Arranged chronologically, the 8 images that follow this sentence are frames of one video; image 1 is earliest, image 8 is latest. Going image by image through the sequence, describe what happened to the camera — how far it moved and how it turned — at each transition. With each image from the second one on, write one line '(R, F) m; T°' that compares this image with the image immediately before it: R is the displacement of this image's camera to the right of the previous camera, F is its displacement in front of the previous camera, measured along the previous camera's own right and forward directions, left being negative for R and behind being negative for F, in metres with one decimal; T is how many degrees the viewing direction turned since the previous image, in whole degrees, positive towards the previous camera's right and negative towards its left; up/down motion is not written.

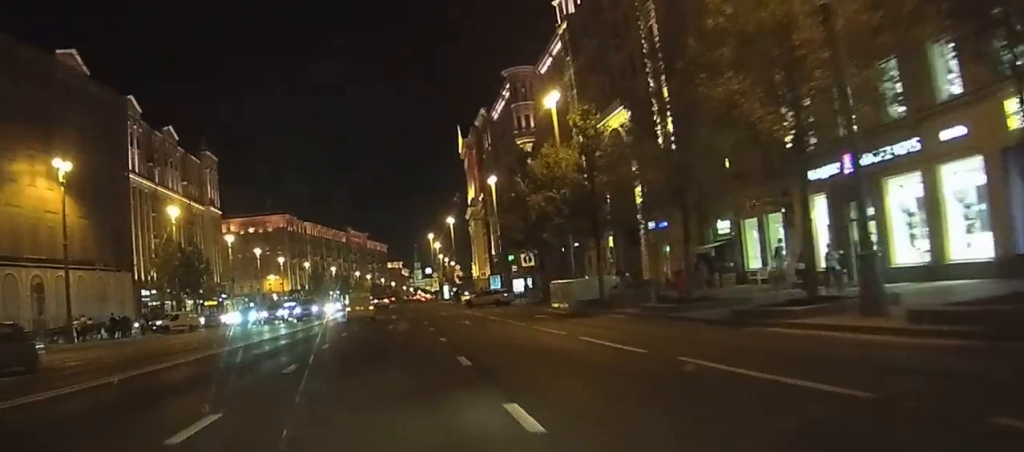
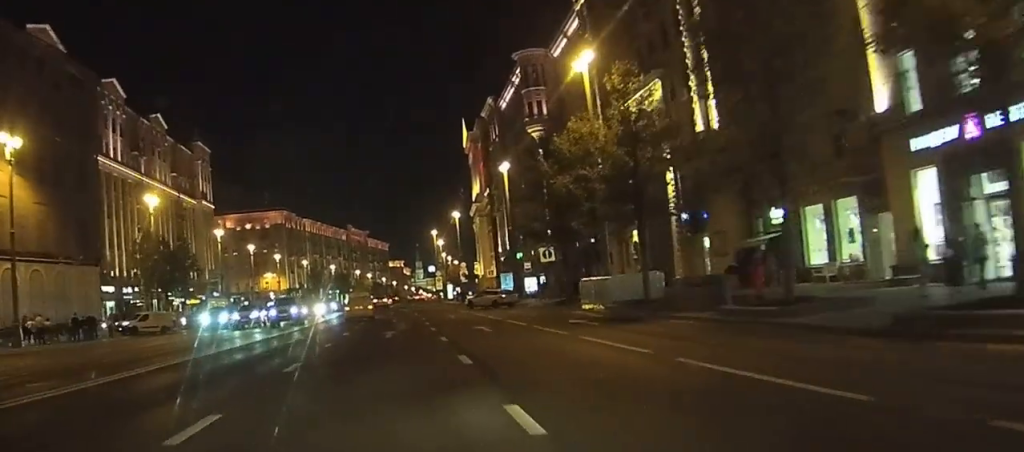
(+0.1, +8.0) m; 0°
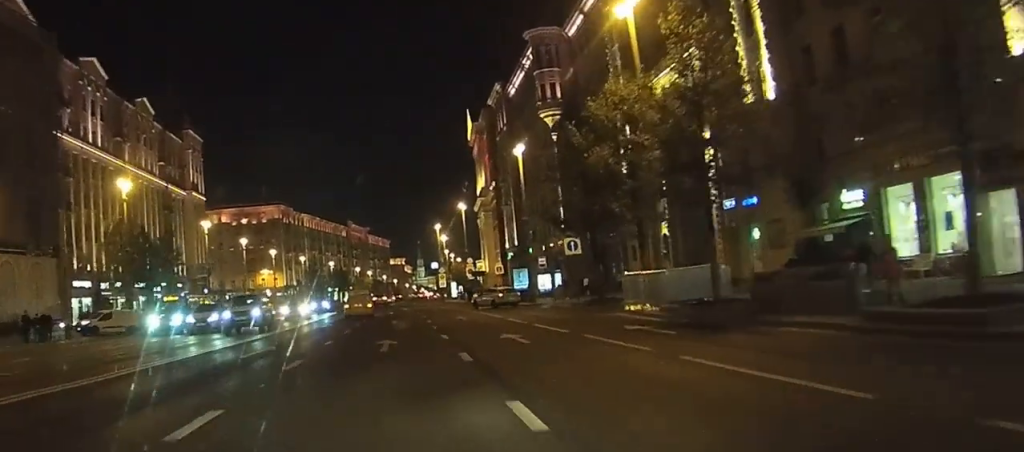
(0.0, +8.0) m; 0°
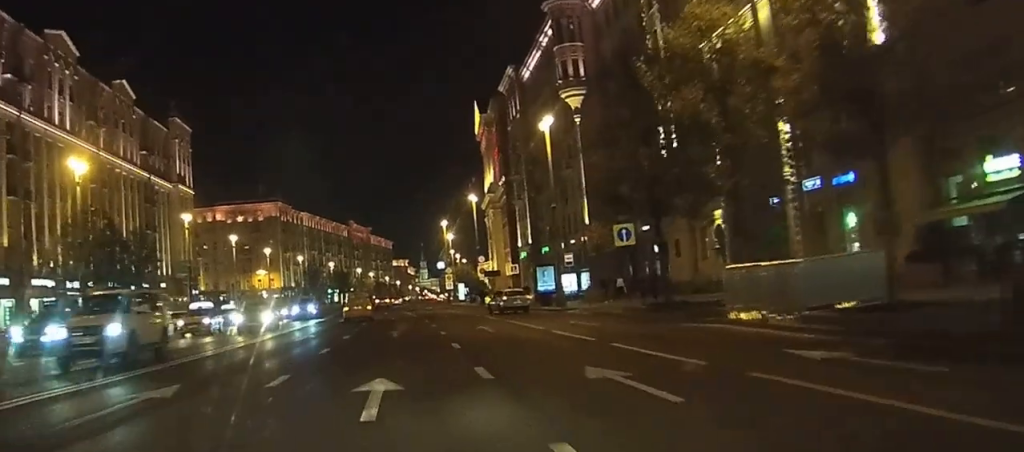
(0.0, +10.8) m; 0°
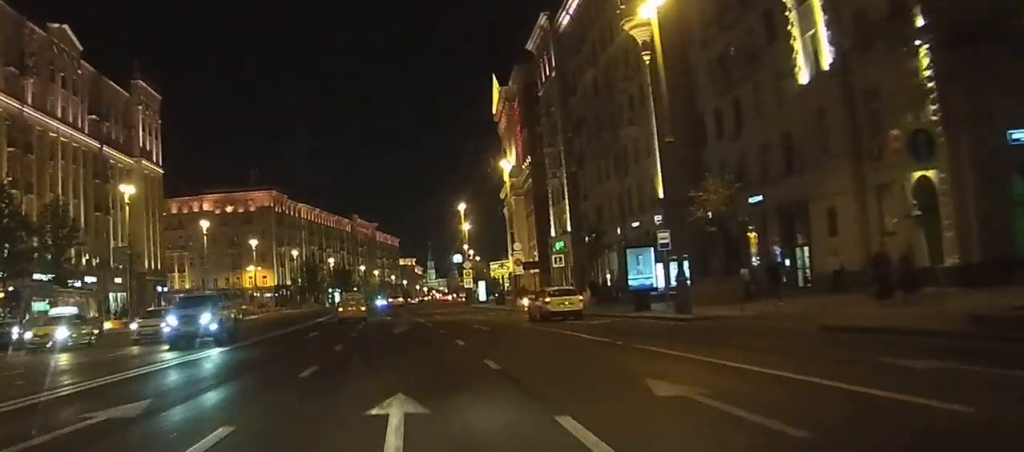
(0.0, +22.4) m; -1°
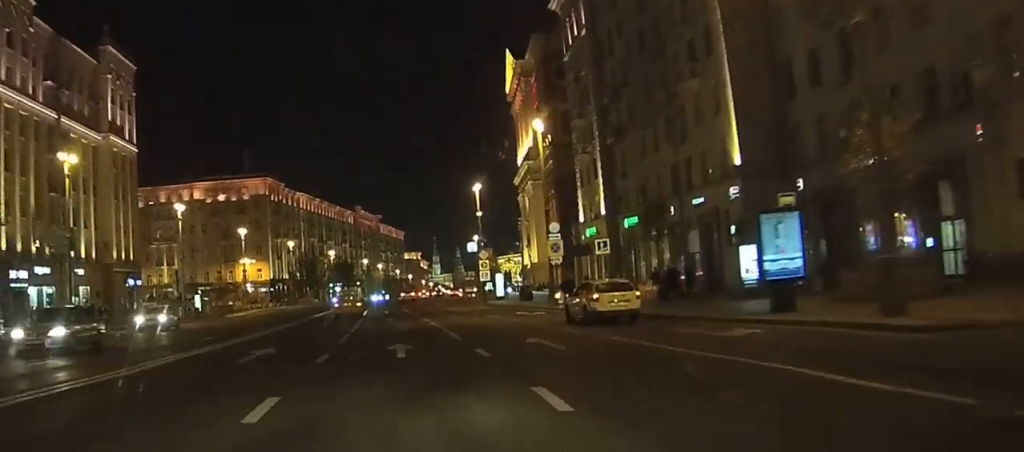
(-0.2, +13.6) m; -2°
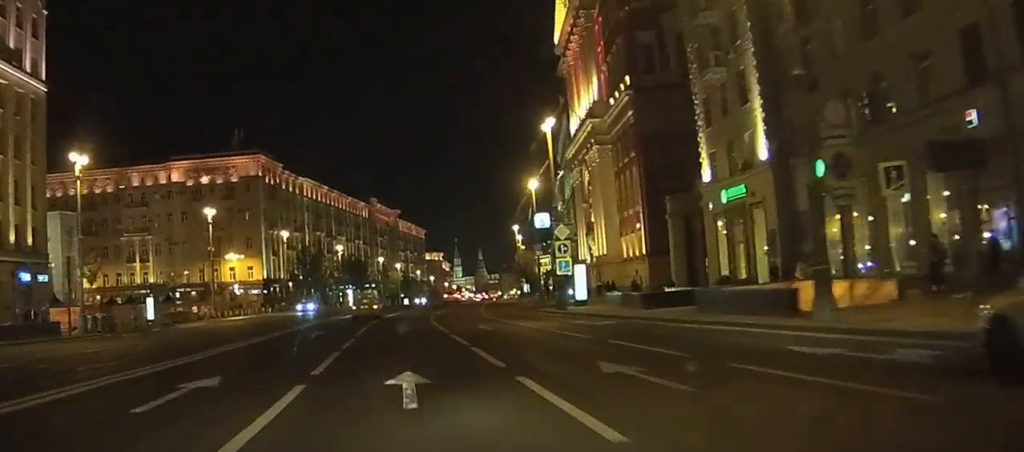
(-0.5, +31.0) m; -1°
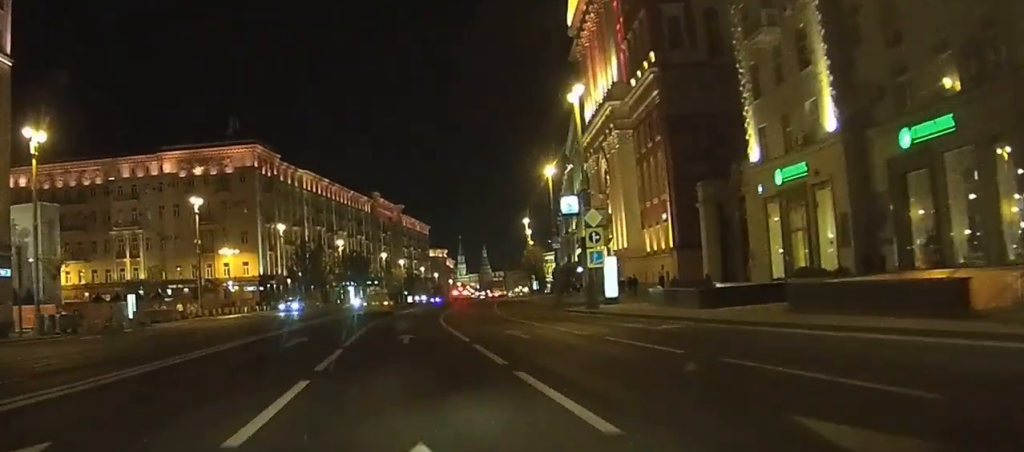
(0.0, +6.8) m; 0°
